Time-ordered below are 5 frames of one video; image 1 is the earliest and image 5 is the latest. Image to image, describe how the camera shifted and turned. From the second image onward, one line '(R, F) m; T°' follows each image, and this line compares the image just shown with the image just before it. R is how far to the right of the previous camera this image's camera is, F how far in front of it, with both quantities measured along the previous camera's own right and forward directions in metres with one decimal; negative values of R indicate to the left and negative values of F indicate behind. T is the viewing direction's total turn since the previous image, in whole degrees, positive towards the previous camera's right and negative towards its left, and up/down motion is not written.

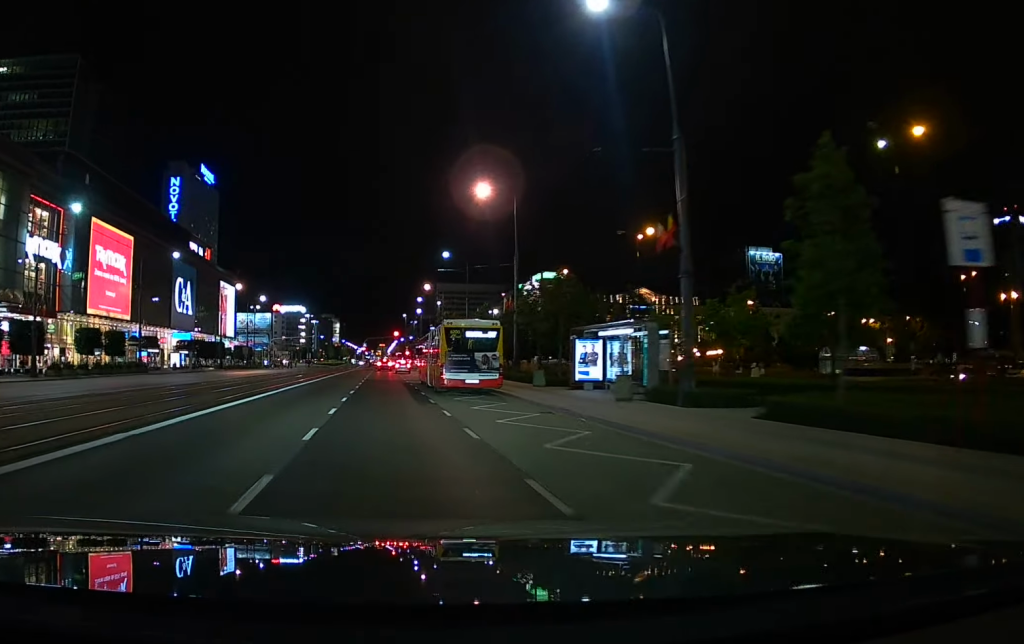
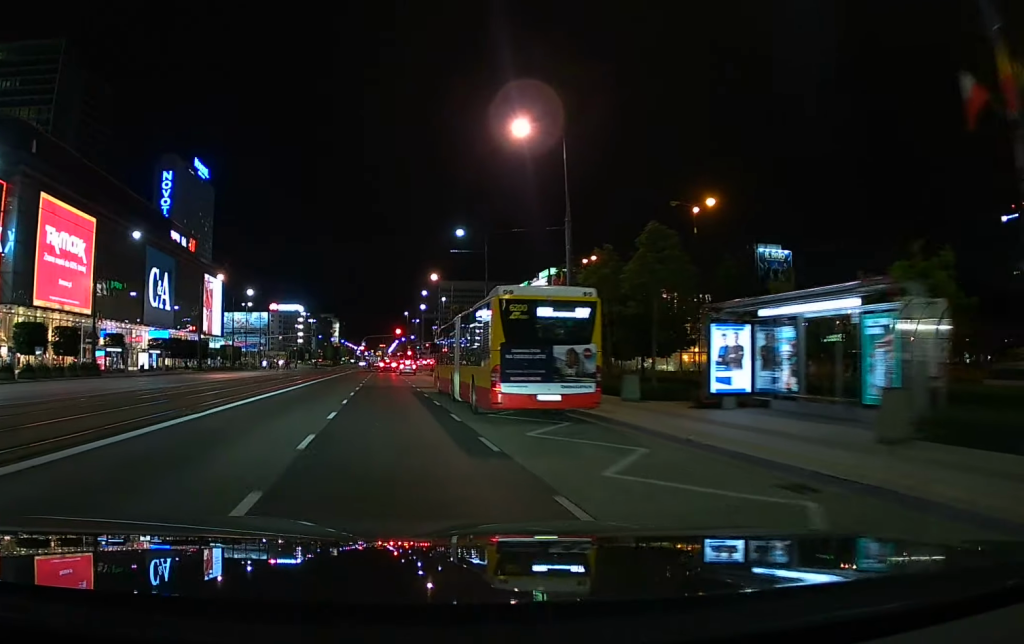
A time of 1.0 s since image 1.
(0.0, +13.0) m; 0°
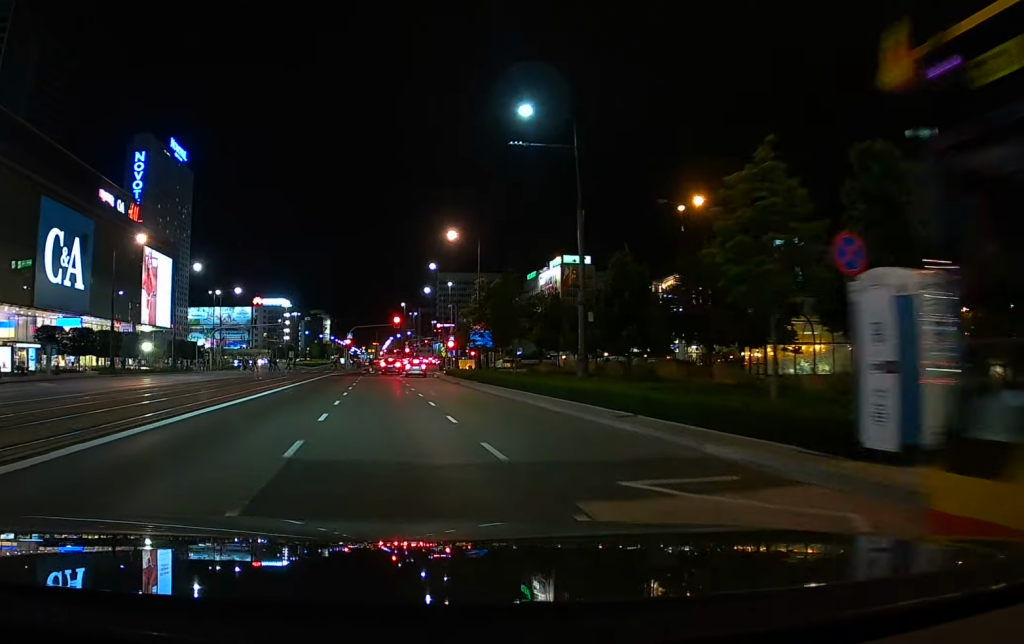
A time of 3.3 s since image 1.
(-0.2, +31.8) m; 0°
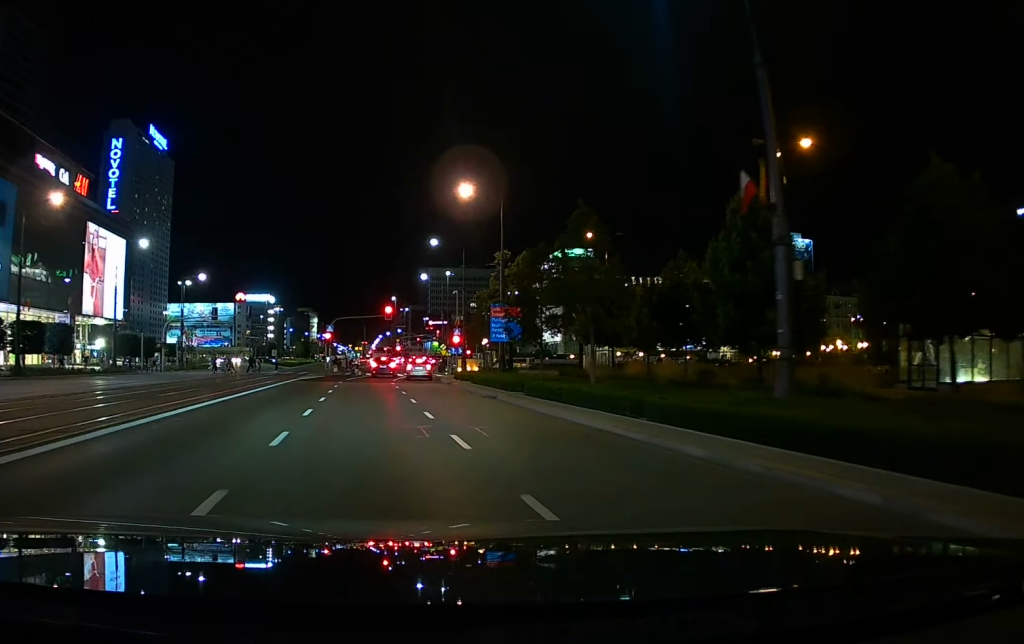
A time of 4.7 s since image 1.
(+0.1, +18.0) m; 0°
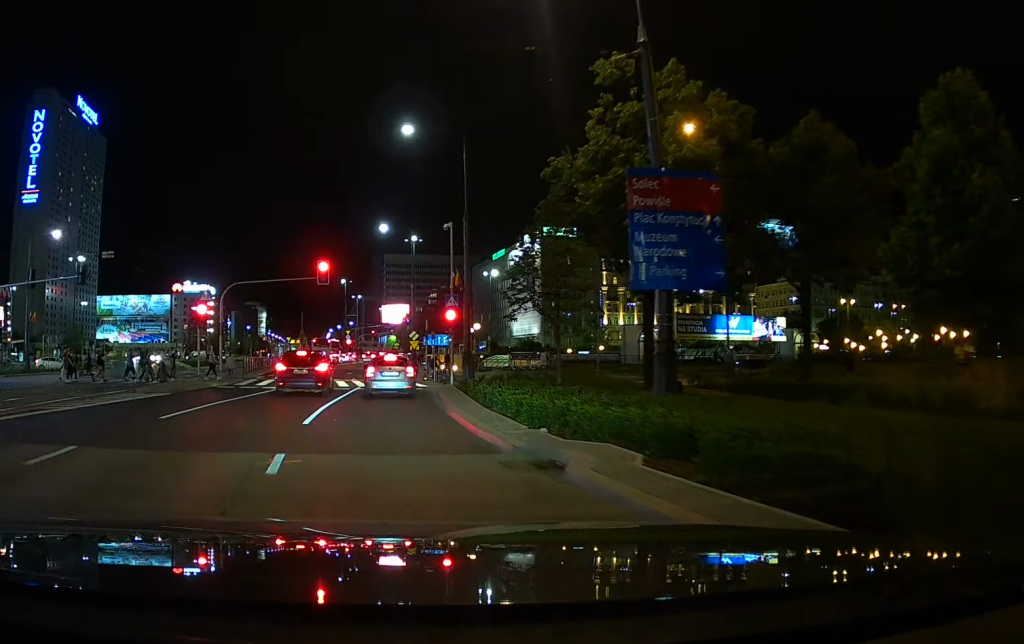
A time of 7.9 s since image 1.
(+0.8, +37.2) m; +4°
